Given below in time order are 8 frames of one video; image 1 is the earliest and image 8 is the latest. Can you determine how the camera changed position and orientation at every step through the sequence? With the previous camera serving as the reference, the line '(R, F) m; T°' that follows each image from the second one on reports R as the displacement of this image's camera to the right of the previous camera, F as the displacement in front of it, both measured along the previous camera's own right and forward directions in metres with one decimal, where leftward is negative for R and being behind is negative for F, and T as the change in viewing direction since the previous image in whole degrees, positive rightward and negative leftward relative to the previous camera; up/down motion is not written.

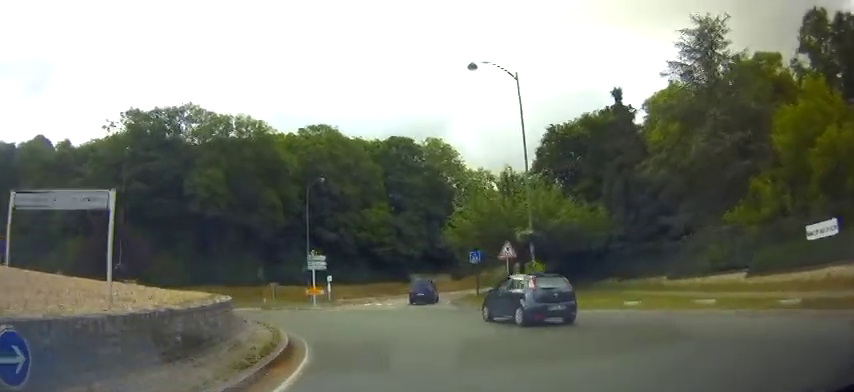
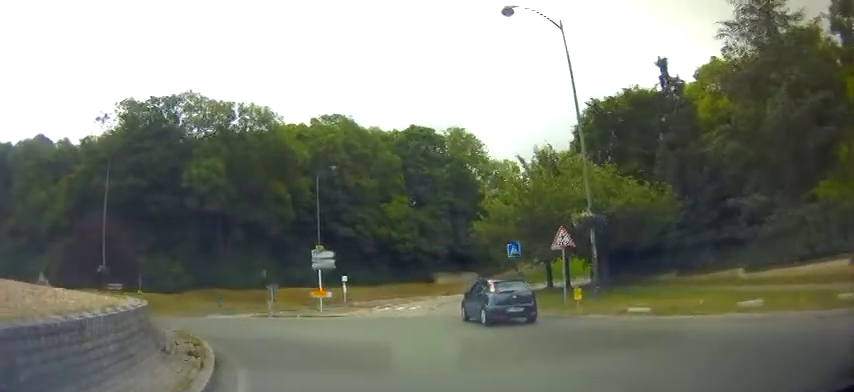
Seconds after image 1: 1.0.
(-0.1, +5.7) m; -7°
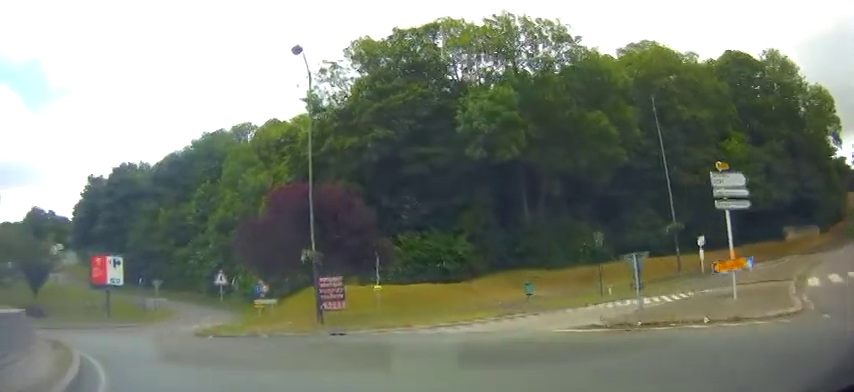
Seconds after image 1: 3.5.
(-5.6, +14.4) m; -41°
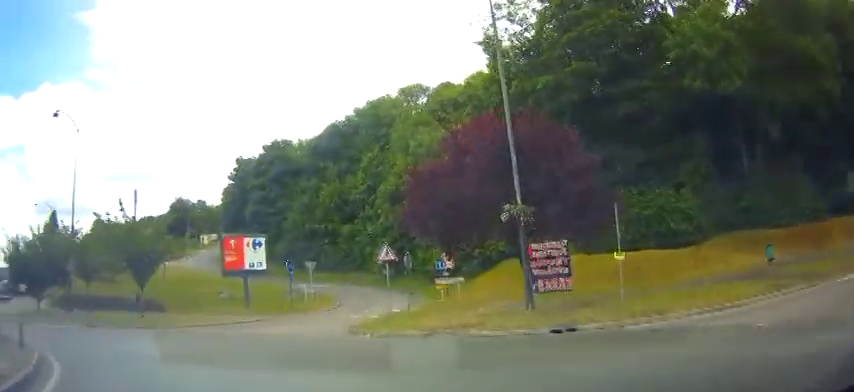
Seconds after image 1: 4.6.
(-0.8, +6.3) m; -17°
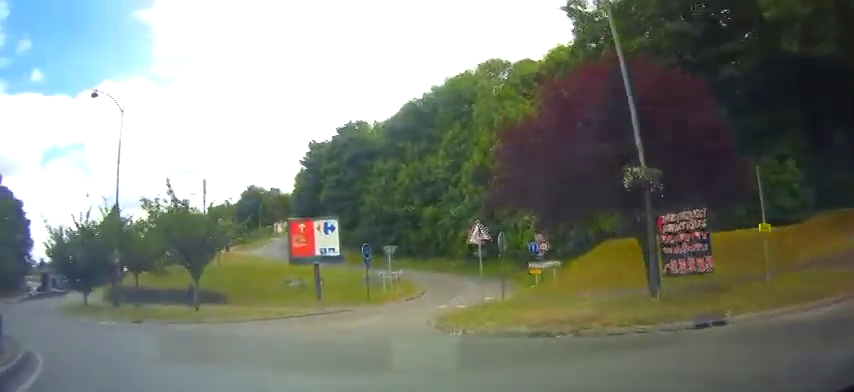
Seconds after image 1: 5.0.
(-0.2, +2.7) m; -10°
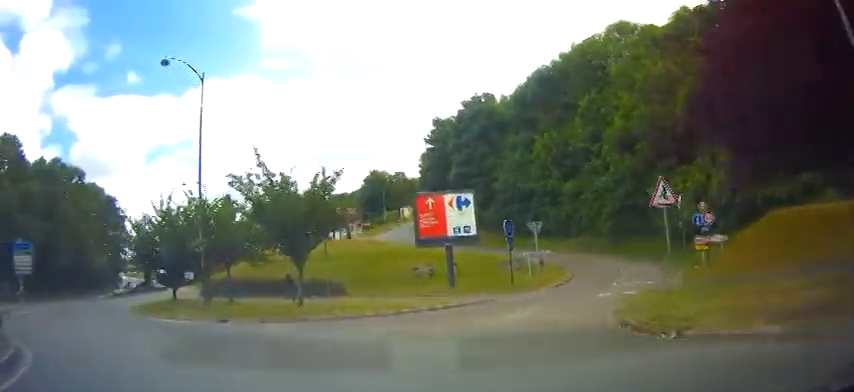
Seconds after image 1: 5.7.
(0.0, +3.9) m; -17°
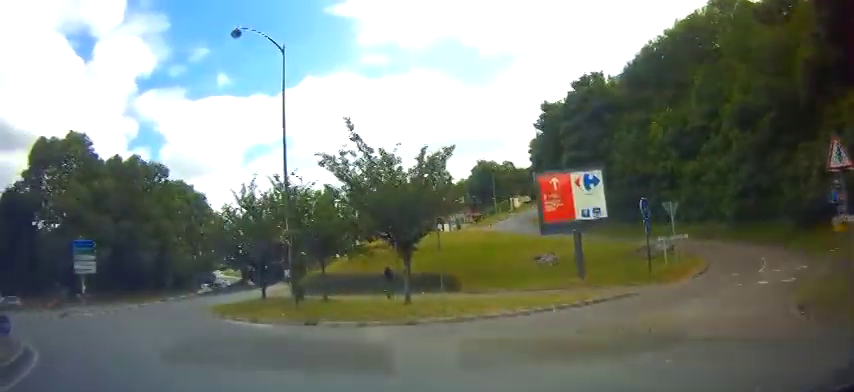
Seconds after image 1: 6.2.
(-0.8, +3.0) m; -12°
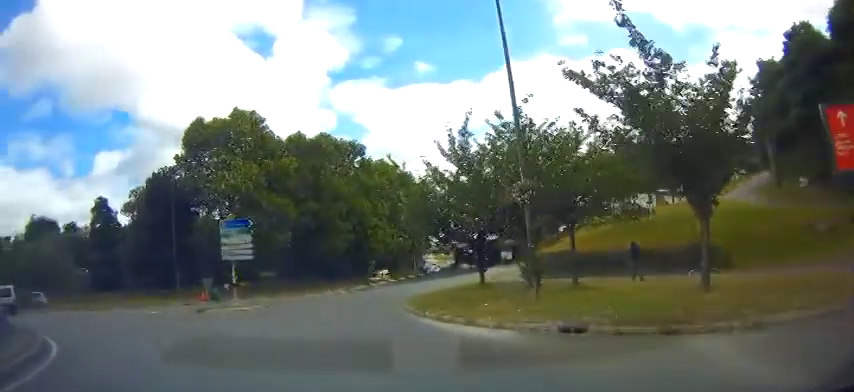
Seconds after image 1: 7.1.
(-1.4, +6.5) m; -19°
